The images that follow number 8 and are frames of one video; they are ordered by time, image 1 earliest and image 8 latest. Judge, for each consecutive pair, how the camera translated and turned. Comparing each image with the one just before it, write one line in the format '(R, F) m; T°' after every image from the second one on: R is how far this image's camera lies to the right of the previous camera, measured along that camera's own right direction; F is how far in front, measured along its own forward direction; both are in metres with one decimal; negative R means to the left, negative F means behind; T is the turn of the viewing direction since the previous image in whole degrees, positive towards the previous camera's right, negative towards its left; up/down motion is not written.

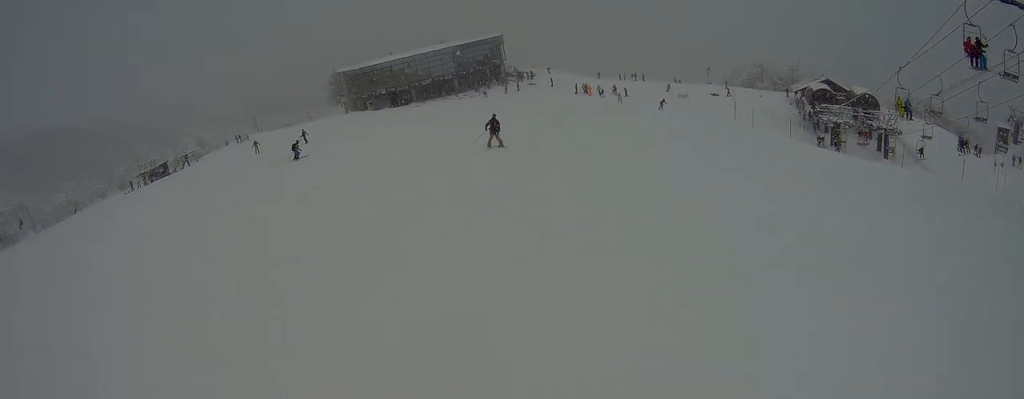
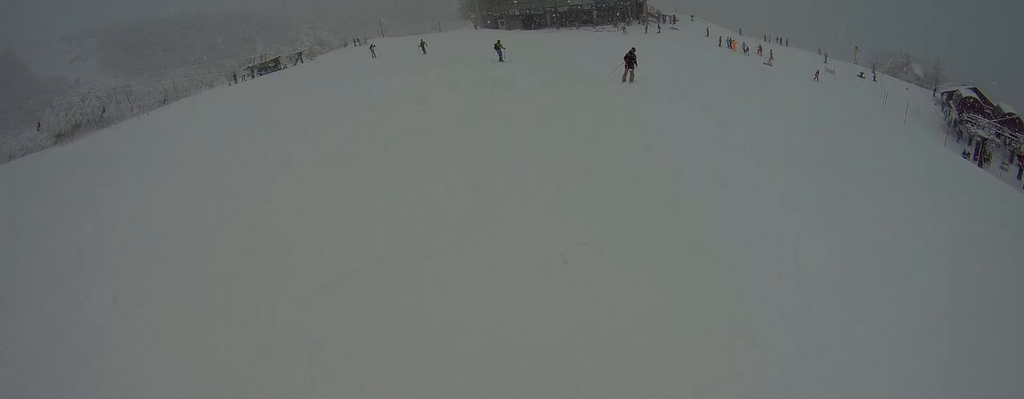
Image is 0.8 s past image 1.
(-0.2, +3.2) m; -9°
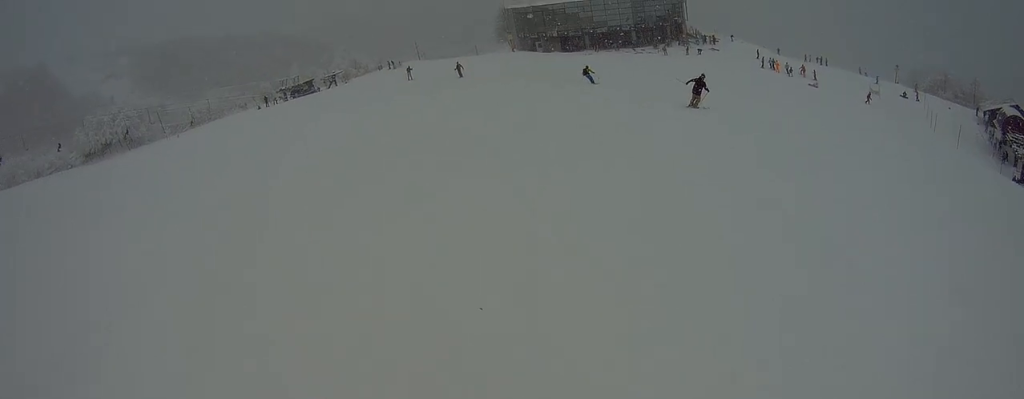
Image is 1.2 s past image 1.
(+0.2, +1.9) m; -9°
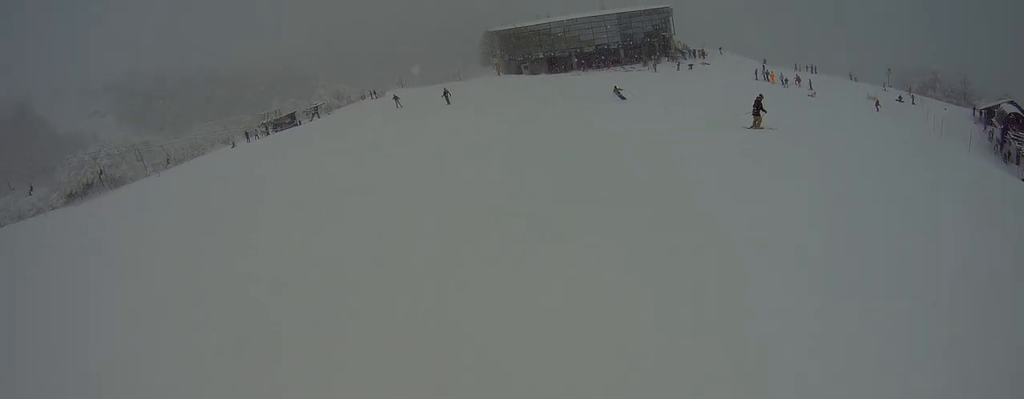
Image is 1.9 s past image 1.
(-0.5, +2.5) m; -4°
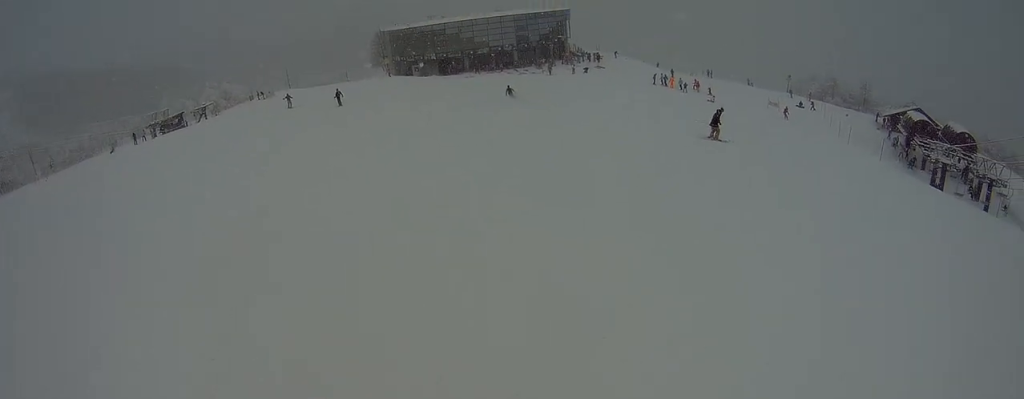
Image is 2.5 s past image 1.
(-0.7, +2.1) m; +1°
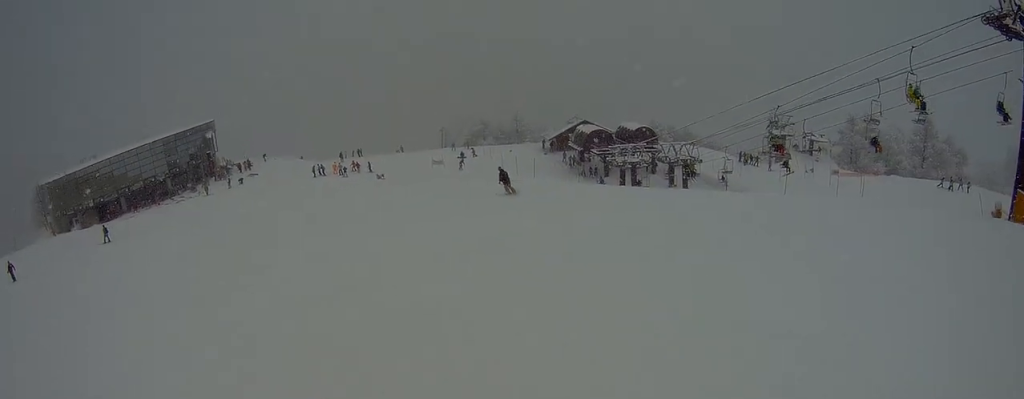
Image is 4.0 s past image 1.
(+3.0, +4.5) m; +48°
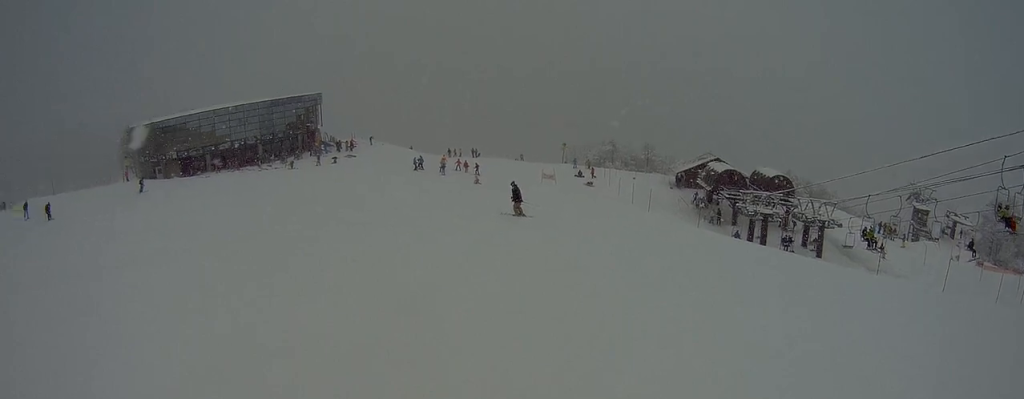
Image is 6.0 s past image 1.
(+0.9, +7.1) m; -5°
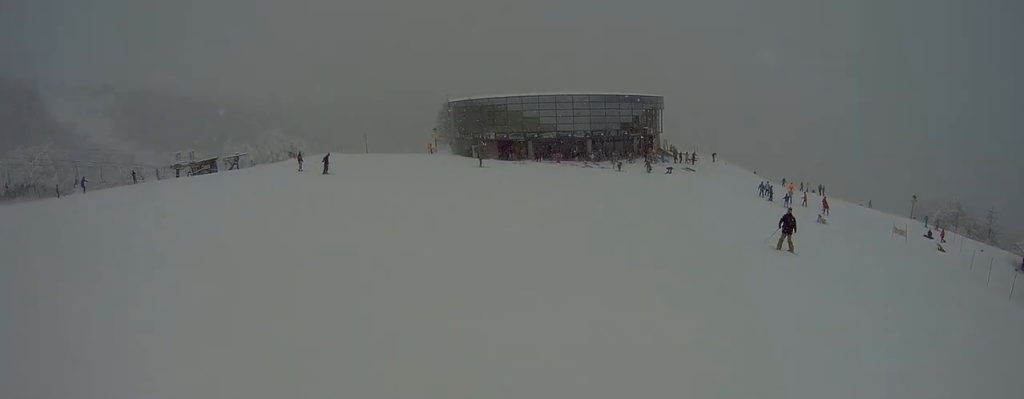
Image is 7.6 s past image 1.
(-2.6, +5.8) m; -41°
